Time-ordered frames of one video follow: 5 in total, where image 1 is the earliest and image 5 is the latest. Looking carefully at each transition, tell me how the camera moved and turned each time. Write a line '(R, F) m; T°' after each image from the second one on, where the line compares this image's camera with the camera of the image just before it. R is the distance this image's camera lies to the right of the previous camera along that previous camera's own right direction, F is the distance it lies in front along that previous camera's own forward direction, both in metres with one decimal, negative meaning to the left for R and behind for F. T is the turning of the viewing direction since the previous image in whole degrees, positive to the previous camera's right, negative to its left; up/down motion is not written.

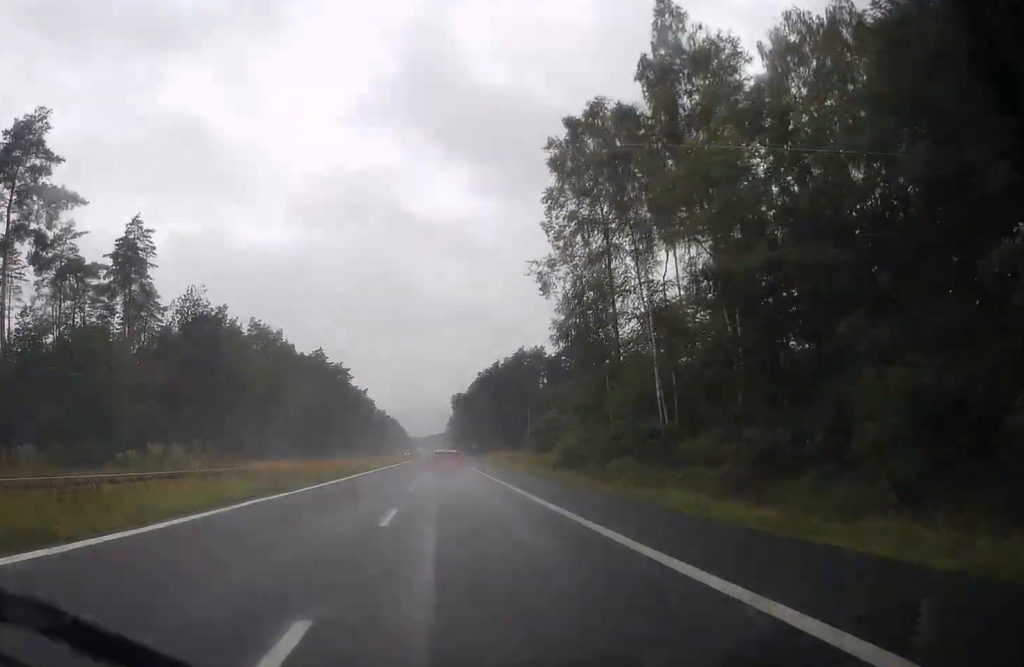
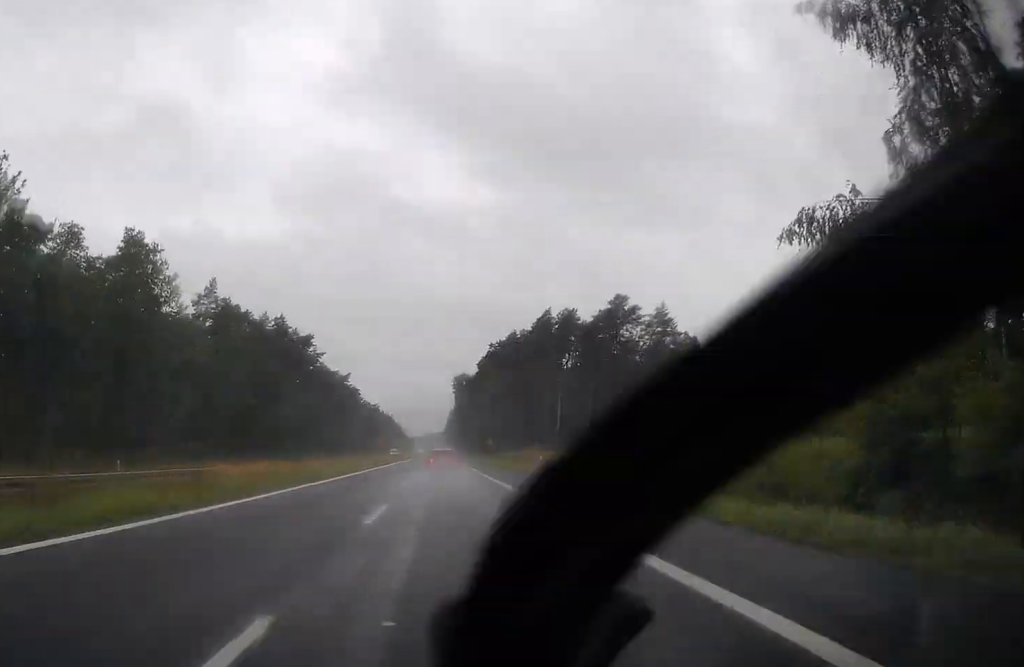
(-0.2, +48.1) m; 0°
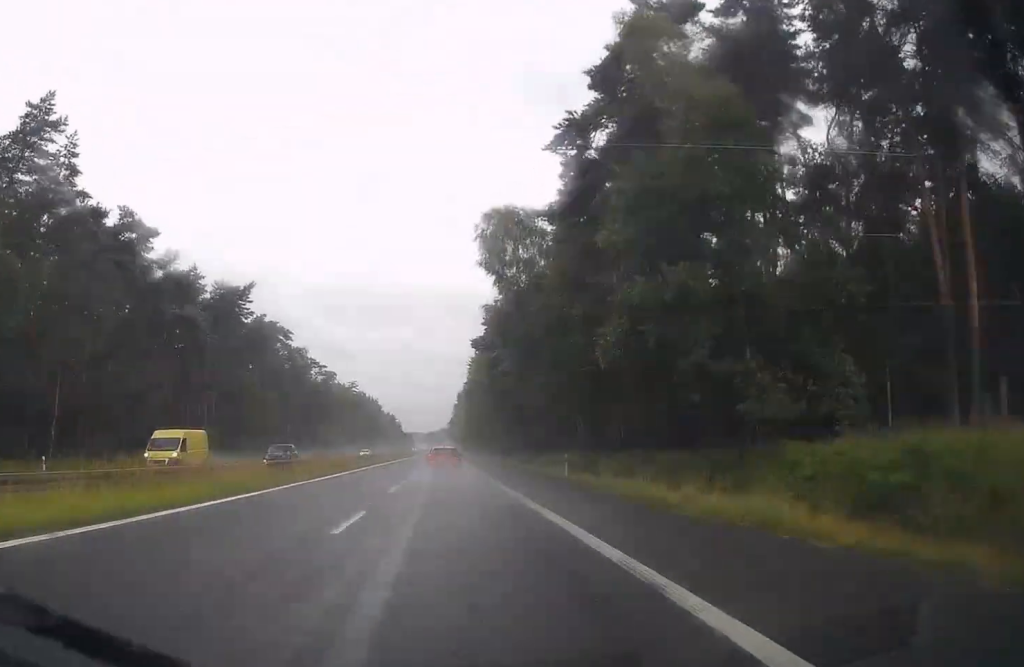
(-0.6, +110.0) m; -1°
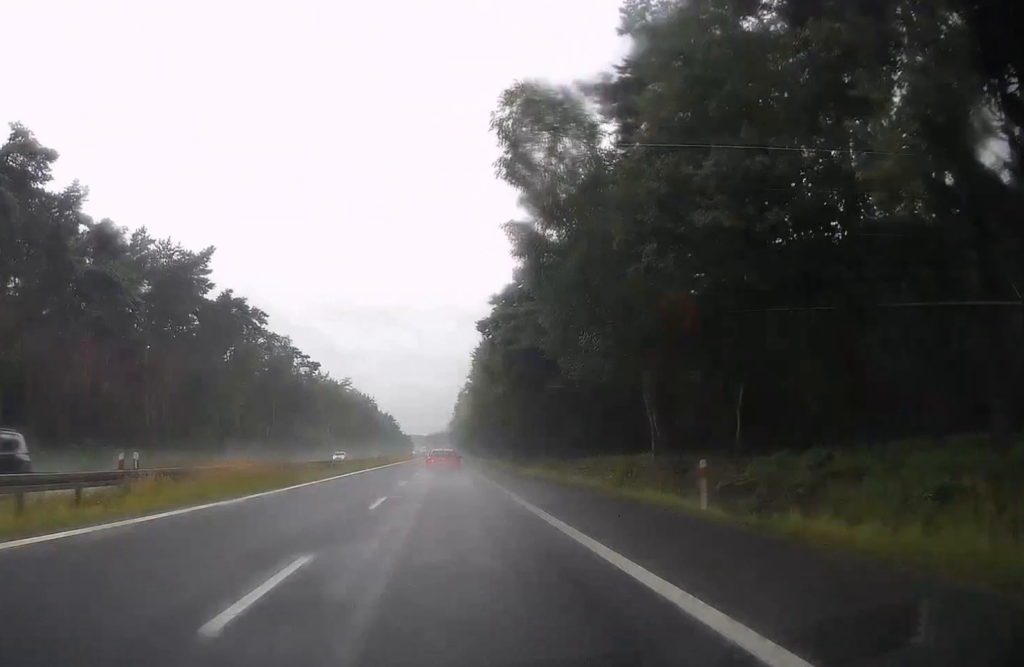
(0.0, +18.3) m; 0°
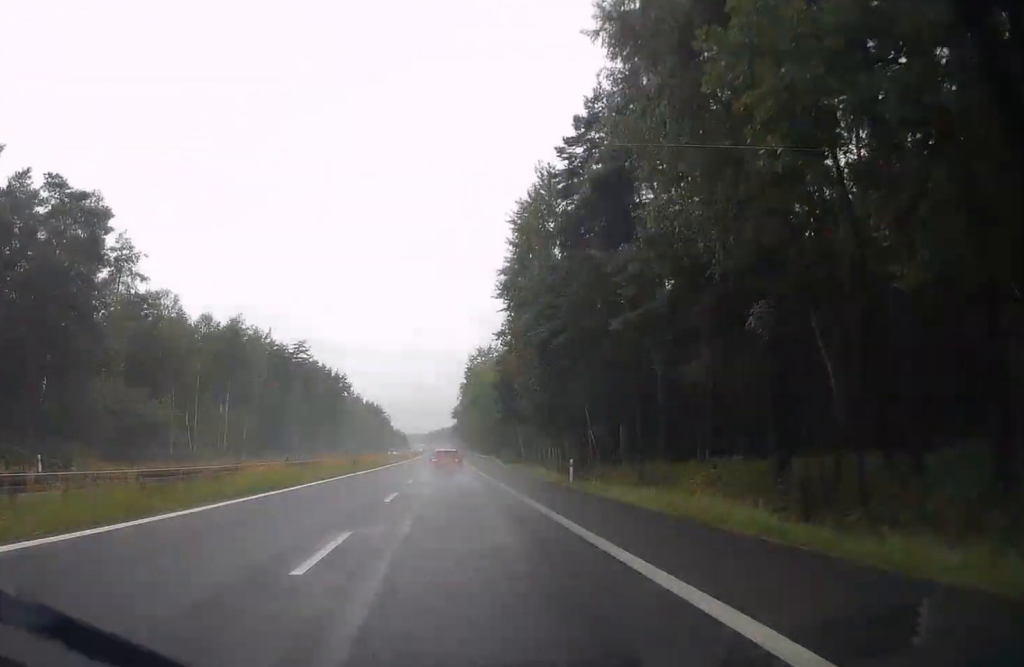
(+0.6, +81.4) m; +1°
